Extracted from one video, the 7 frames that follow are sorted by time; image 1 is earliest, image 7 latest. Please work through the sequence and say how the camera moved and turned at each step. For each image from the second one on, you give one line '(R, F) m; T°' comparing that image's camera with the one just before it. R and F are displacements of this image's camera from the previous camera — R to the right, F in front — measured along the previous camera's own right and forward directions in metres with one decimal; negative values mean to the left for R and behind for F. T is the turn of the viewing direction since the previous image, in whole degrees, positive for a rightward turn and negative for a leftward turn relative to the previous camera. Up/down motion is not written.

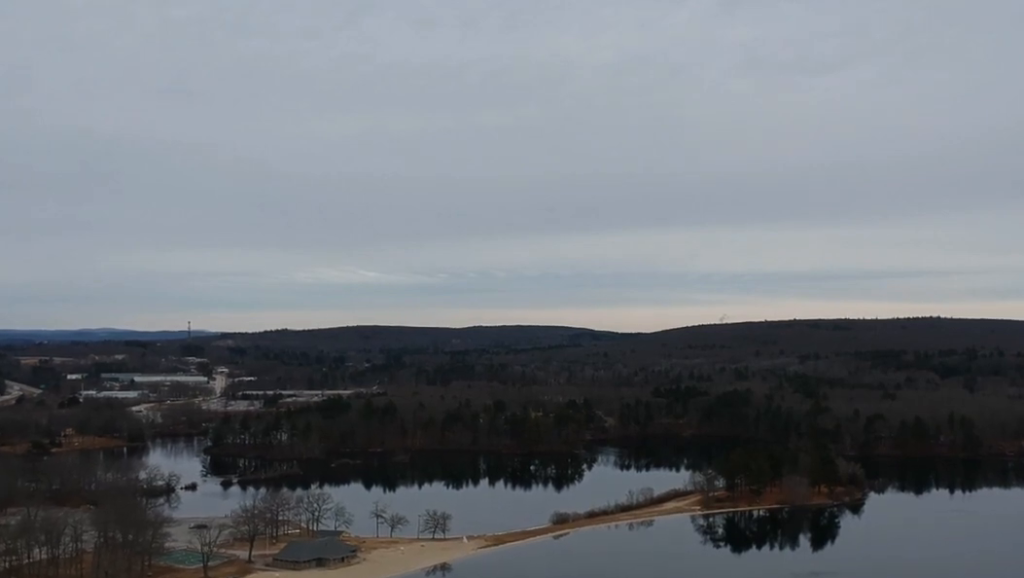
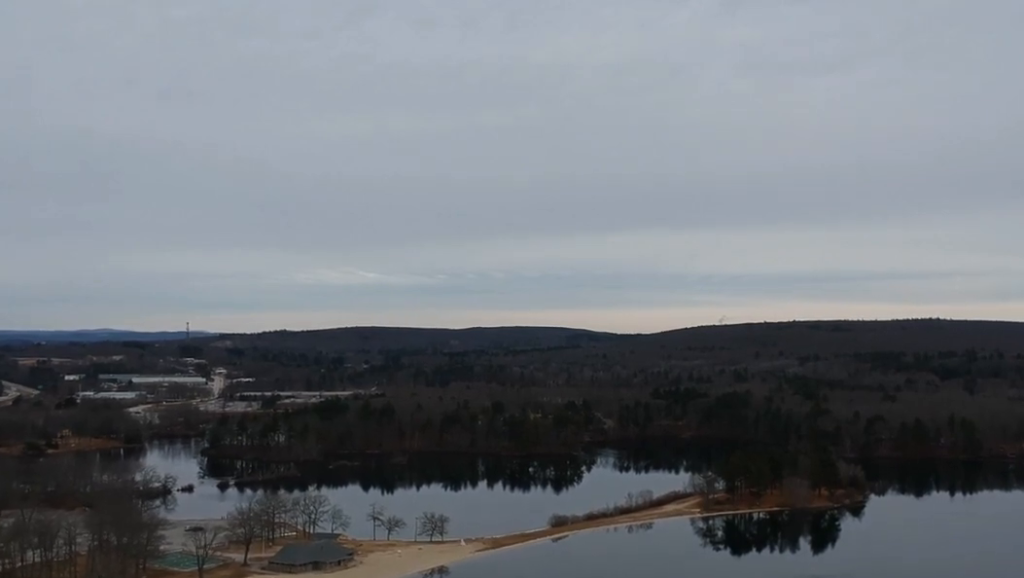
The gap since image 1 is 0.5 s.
(0.0, +4.1) m; 0°
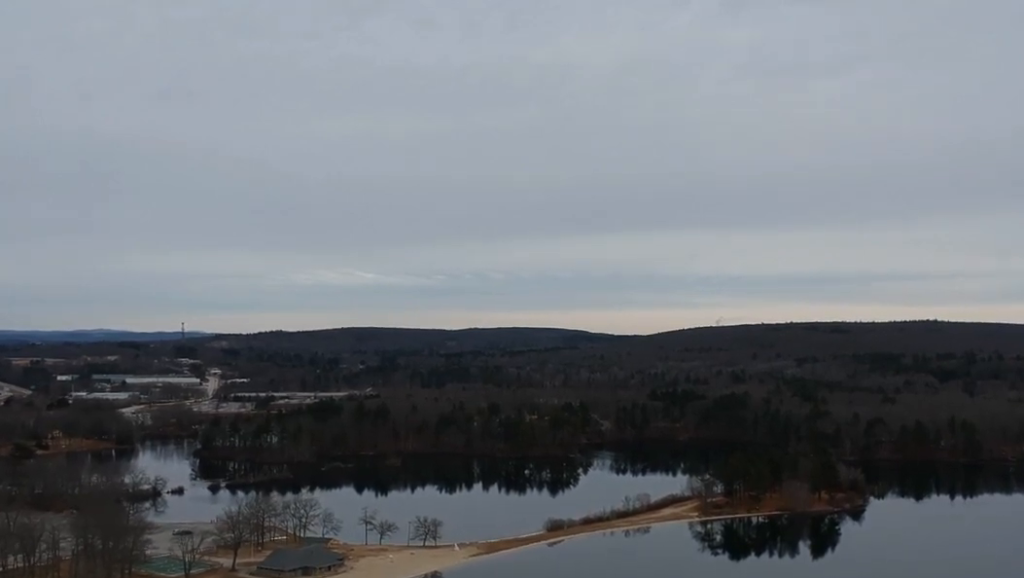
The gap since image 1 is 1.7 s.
(0.0, +9.2) m; 0°
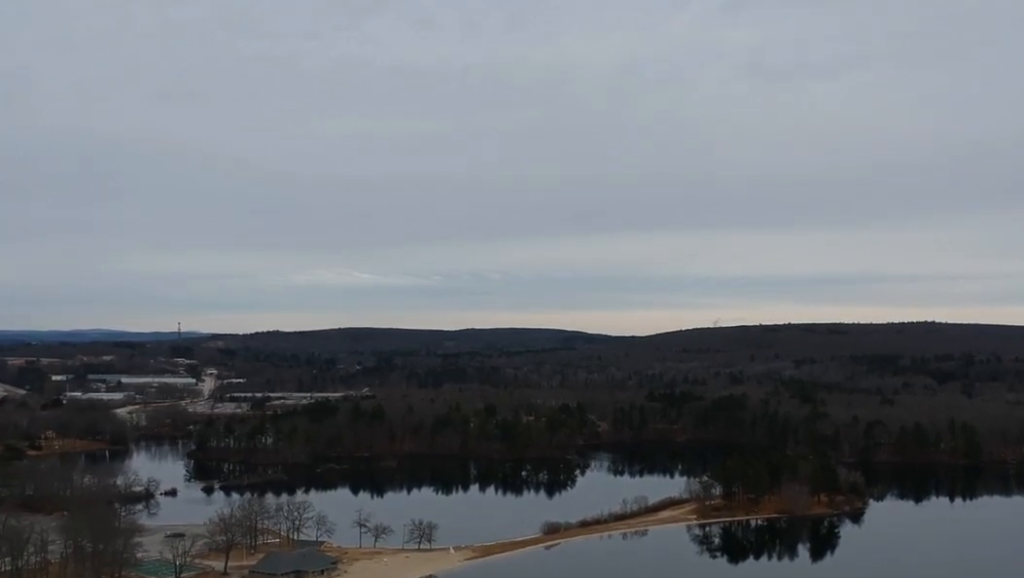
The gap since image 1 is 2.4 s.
(0.0, +5.6) m; 0°
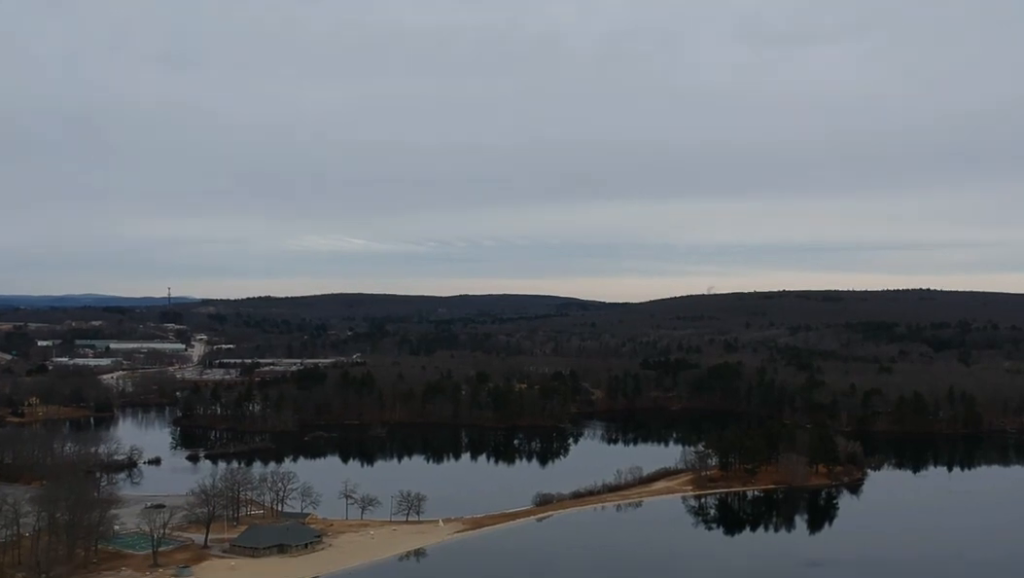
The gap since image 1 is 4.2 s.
(0.0, +14.5) m; 0°
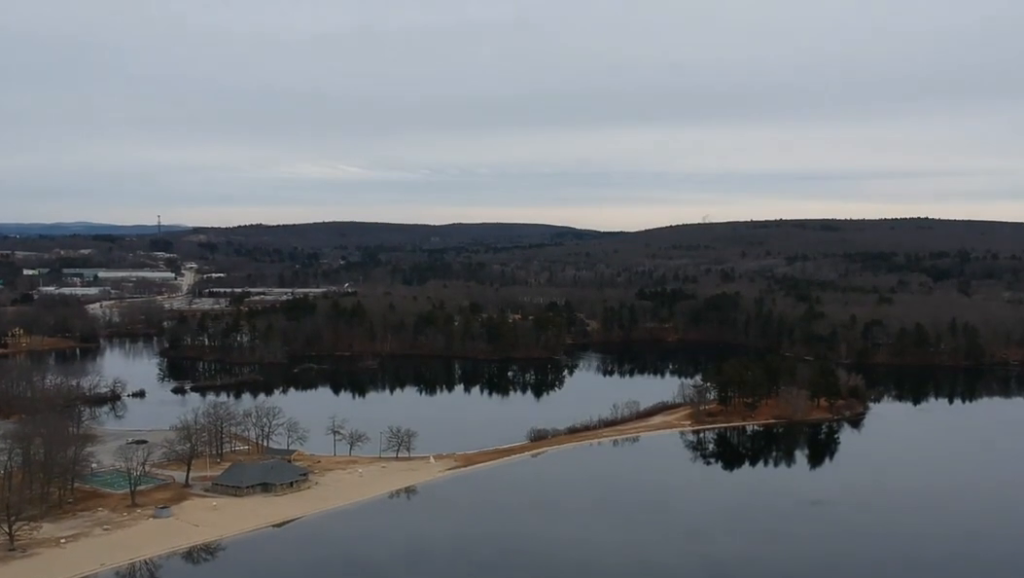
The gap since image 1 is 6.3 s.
(-0.1, +16.1) m; 0°
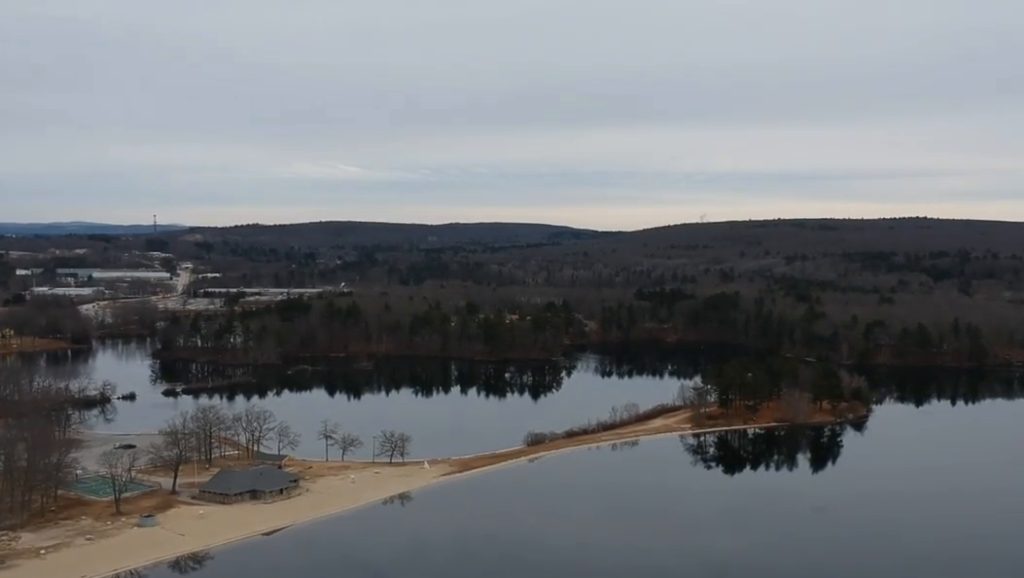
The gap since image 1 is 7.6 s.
(0.0, +9.8) m; 0°
